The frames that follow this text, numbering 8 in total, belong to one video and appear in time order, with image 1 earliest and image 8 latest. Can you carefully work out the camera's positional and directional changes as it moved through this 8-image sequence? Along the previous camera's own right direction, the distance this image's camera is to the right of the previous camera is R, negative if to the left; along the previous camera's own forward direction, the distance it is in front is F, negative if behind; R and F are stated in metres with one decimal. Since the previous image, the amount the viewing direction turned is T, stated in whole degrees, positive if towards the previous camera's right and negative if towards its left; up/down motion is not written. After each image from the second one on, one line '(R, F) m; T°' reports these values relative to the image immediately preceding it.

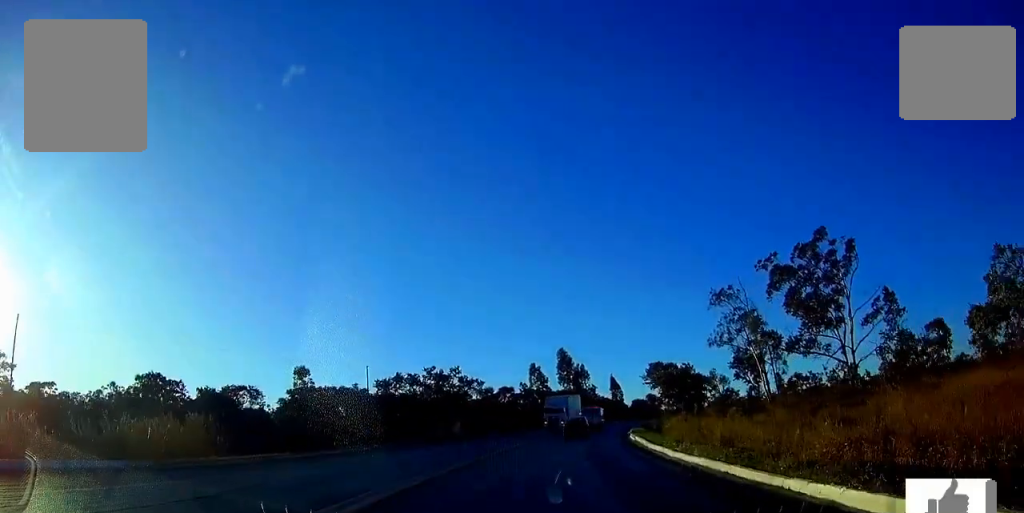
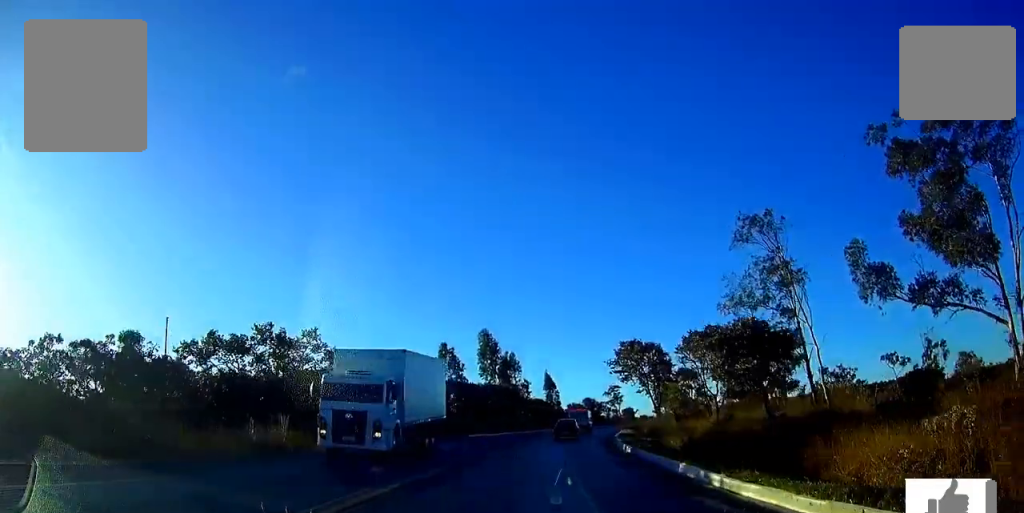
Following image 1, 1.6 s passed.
(+1.6, +31.4) m; +6°
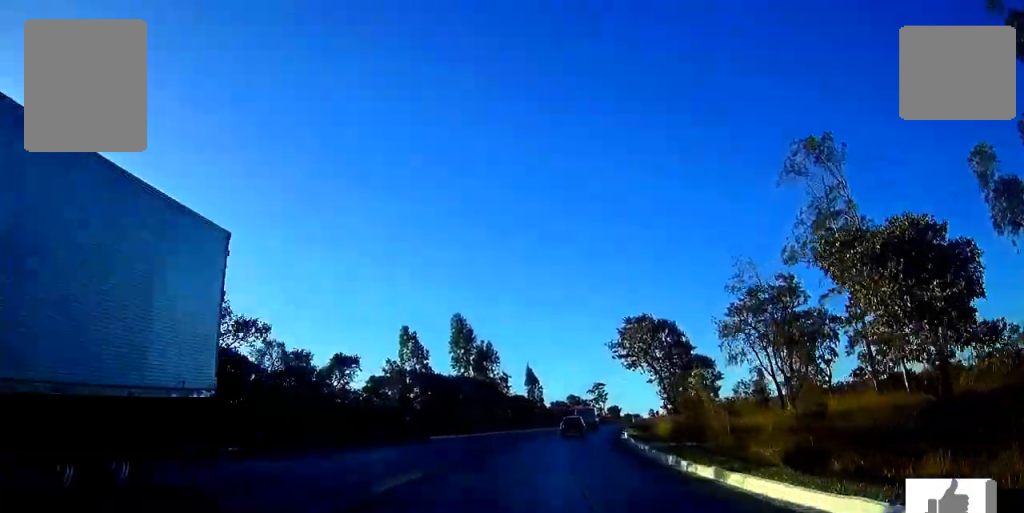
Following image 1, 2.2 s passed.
(+0.3, +13.2) m; +2°
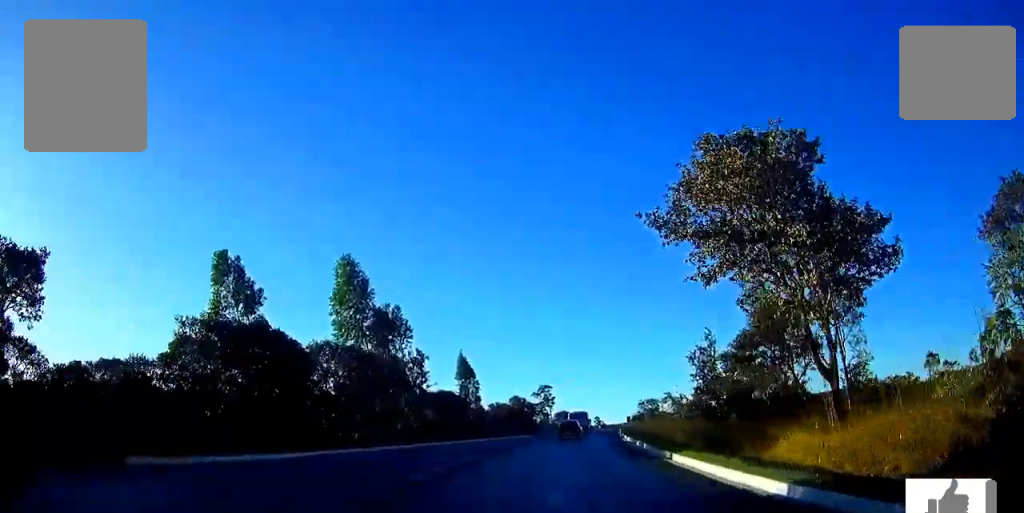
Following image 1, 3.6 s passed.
(+1.1, +30.5) m; +5°
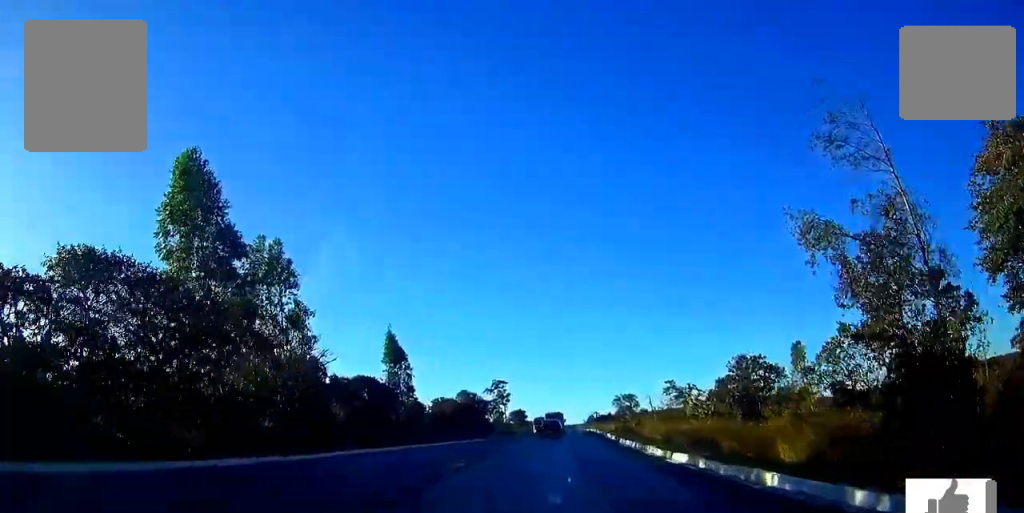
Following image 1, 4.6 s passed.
(+0.7, +21.2) m; +3°
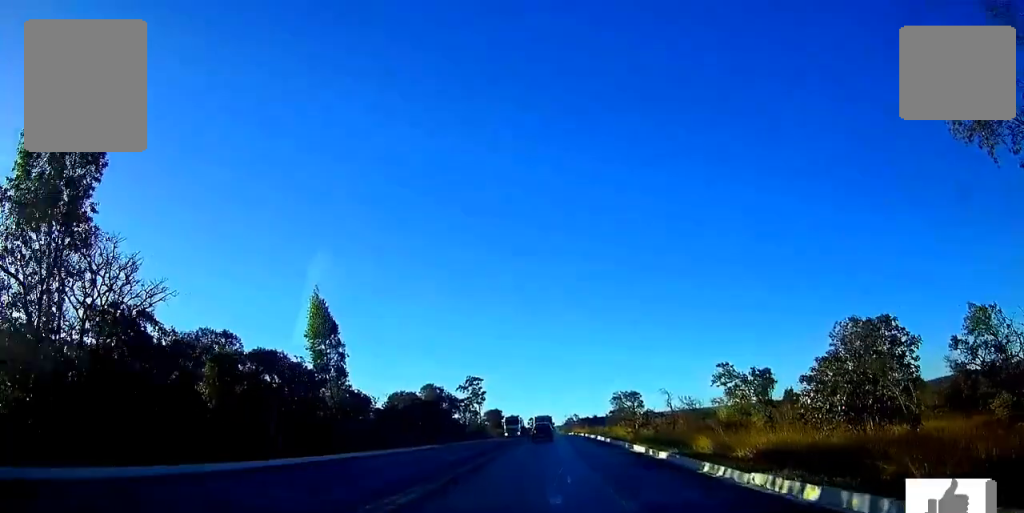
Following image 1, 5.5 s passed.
(+0.4, +19.5) m; +2°
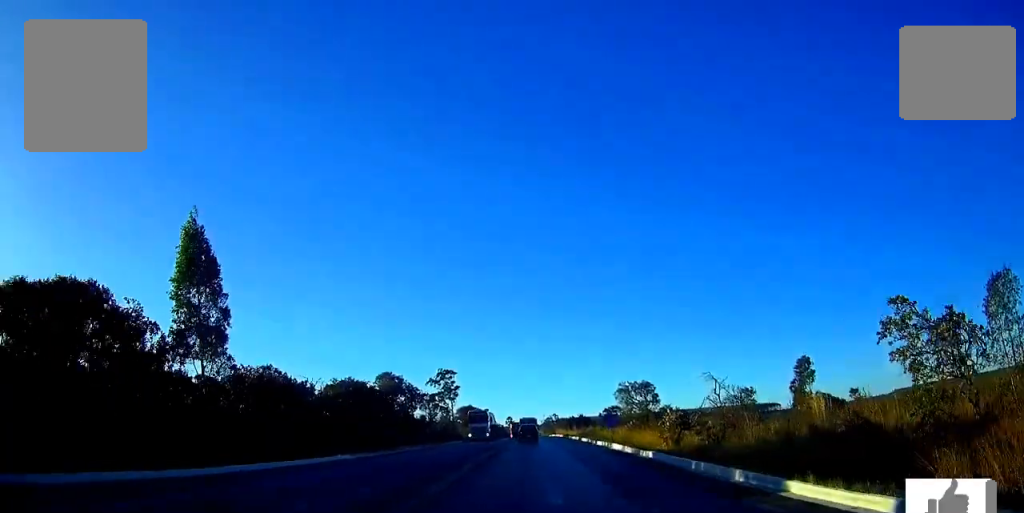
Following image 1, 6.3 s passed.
(+0.3, +19.1) m; +1°
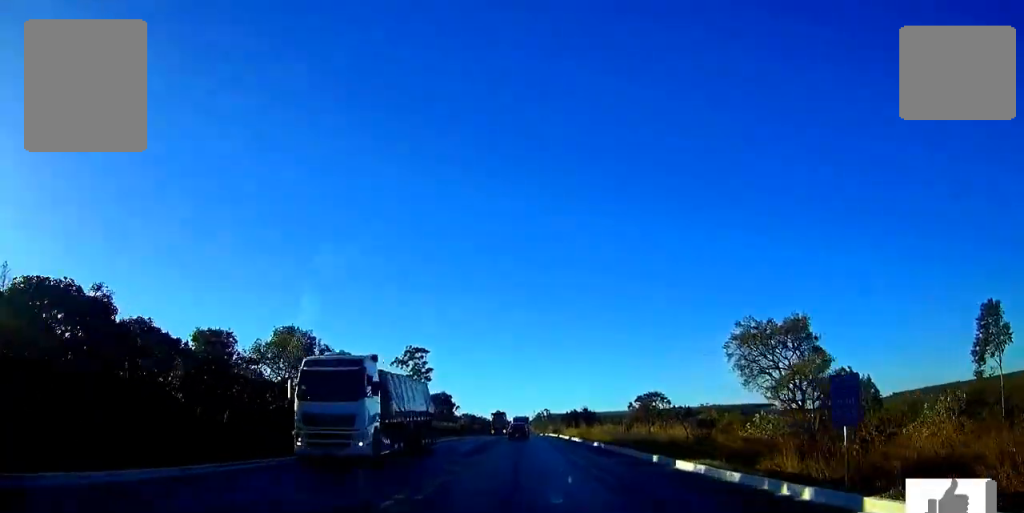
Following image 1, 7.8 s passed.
(+0.3, +34.6) m; +1°
